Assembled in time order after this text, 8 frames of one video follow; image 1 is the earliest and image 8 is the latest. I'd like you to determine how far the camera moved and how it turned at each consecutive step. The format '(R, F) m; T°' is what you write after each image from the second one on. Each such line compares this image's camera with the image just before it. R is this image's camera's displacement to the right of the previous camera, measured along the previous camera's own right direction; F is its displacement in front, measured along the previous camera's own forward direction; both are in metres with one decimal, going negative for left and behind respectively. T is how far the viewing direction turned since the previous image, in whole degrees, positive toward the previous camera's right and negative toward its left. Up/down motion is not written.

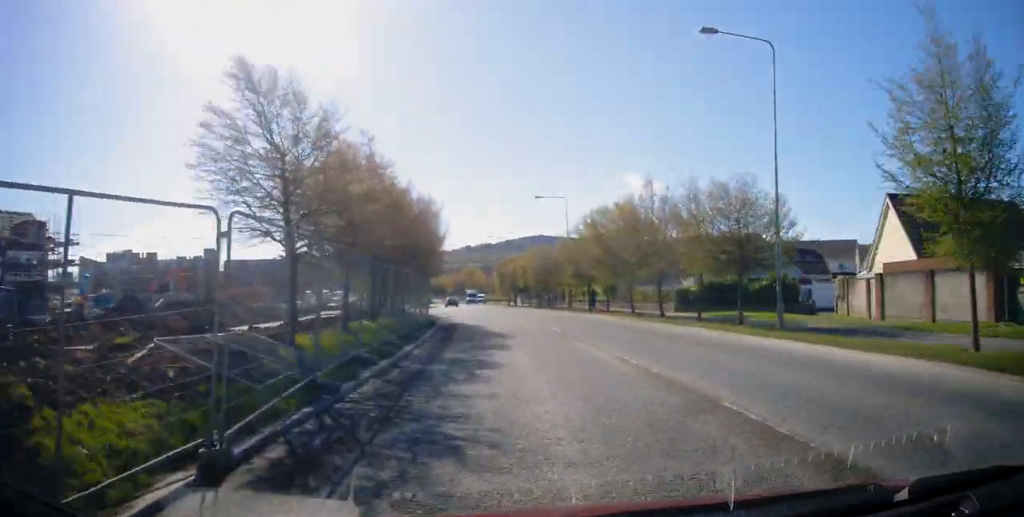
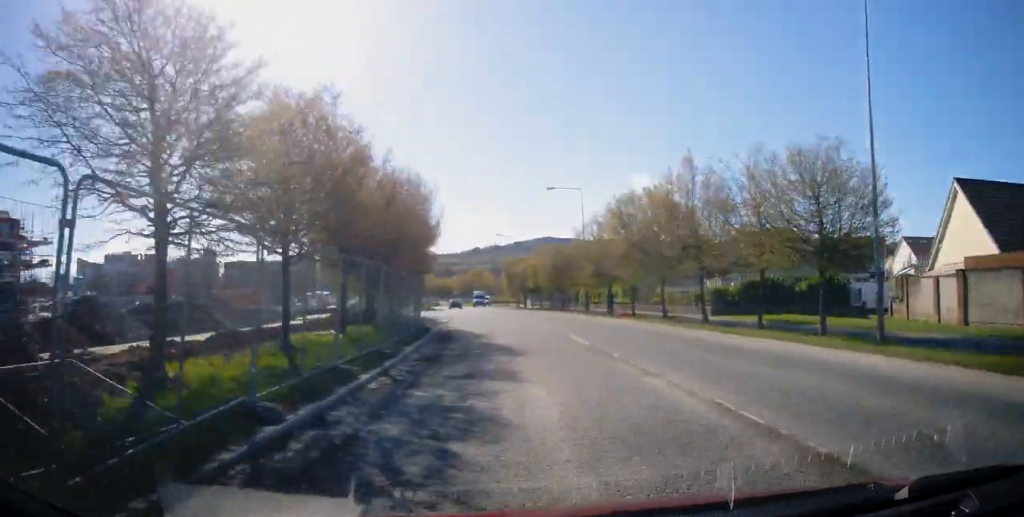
(0.0, +5.3) m; 0°
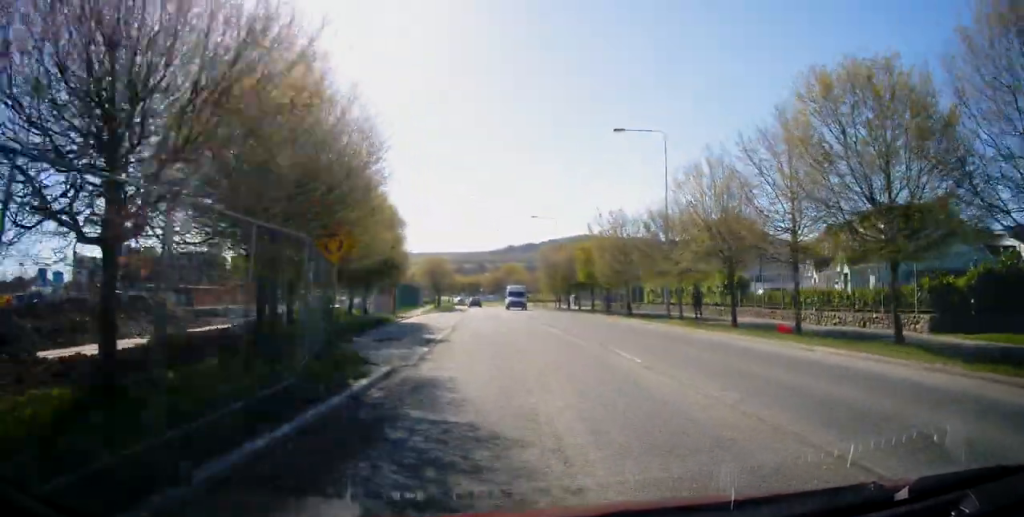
(-0.1, +16.3) m; -3°
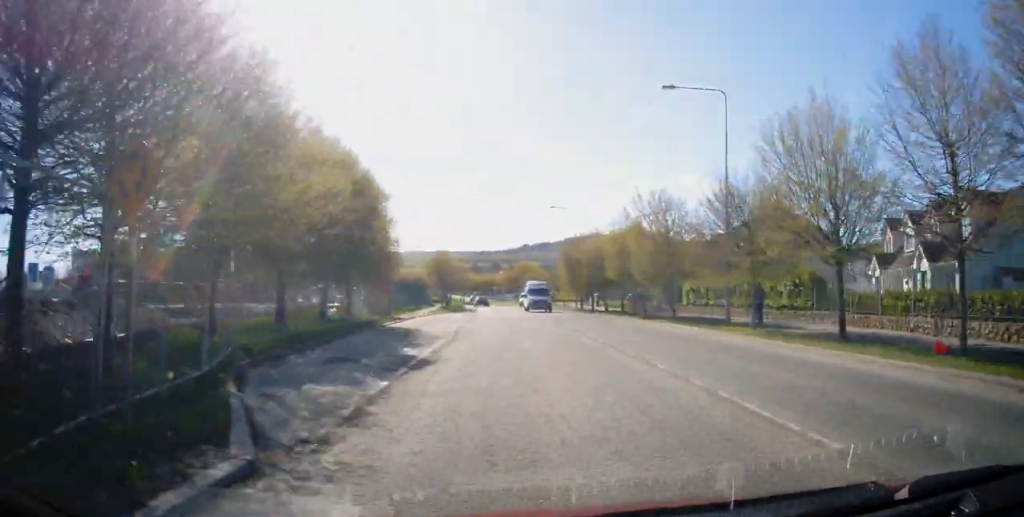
(-0.3, +6.5) m; -2°
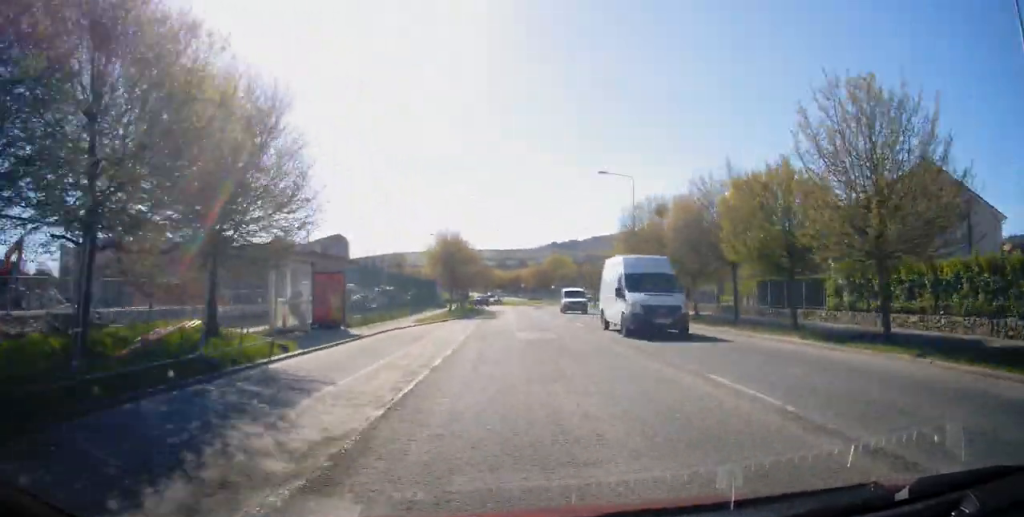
(-0.6, +15.5) m; -4°
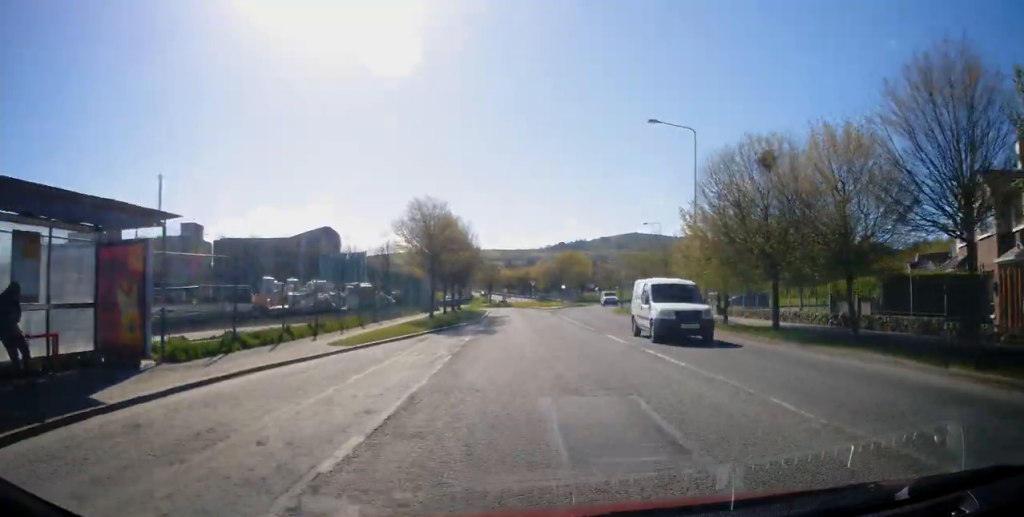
(-0.3, +12.6) m; -2°
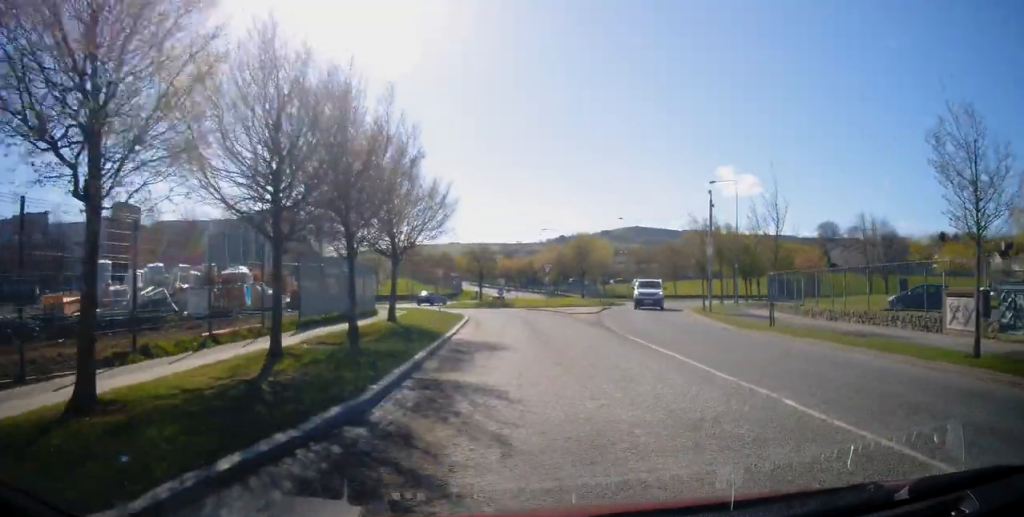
(-0.1, +23.6) m; 0°
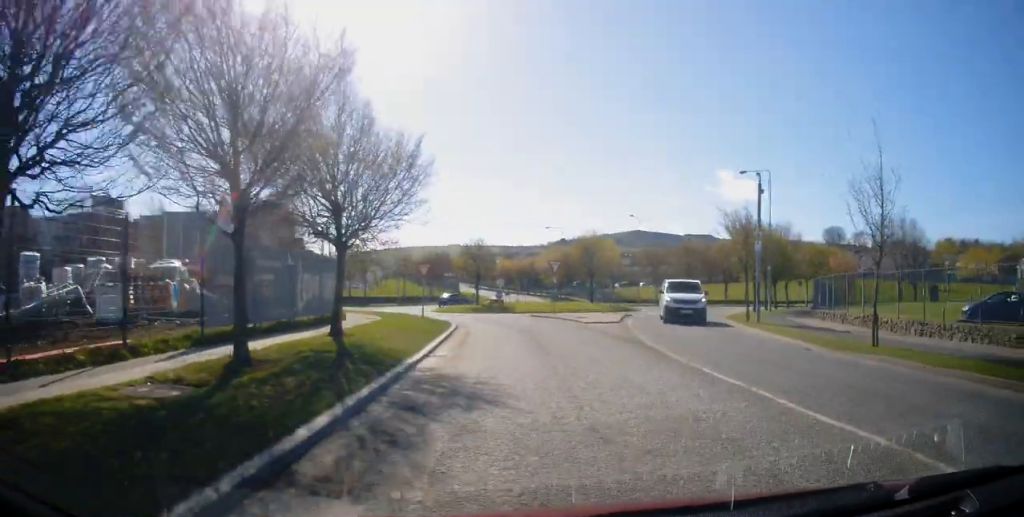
(0.0, +6.5) m; 0°
